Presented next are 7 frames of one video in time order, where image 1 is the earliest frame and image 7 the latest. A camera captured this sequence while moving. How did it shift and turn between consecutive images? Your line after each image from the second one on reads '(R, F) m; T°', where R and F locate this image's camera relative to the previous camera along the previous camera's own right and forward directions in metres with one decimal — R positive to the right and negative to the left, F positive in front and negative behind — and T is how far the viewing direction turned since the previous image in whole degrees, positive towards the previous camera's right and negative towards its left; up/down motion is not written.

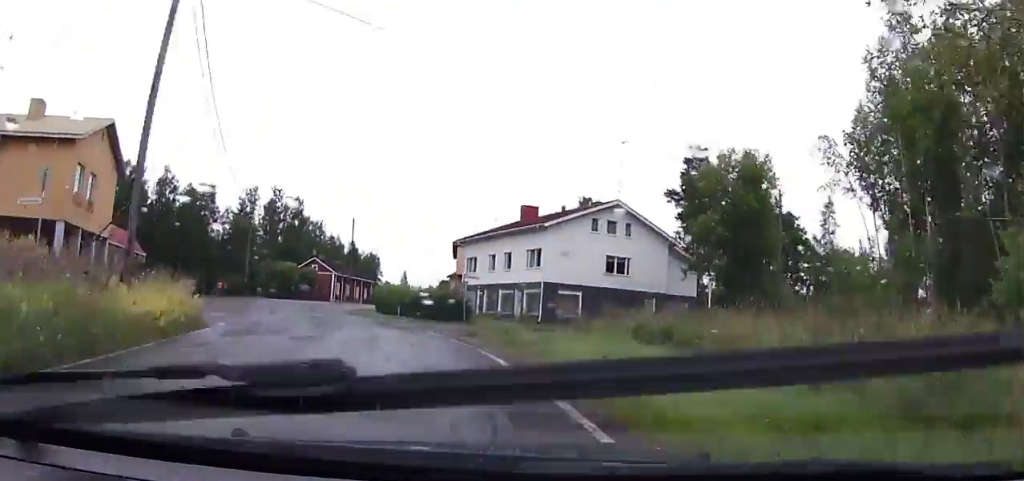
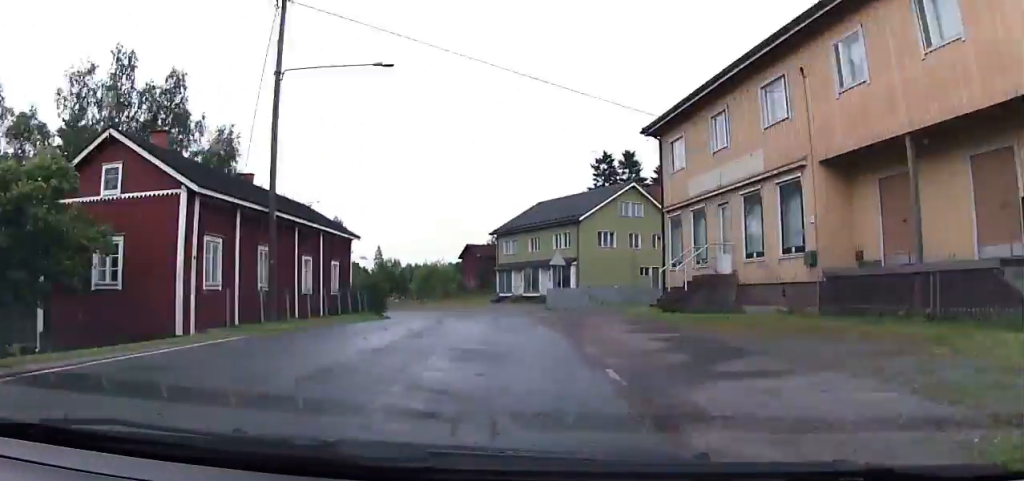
(-1.9, +64.9) m; 0°
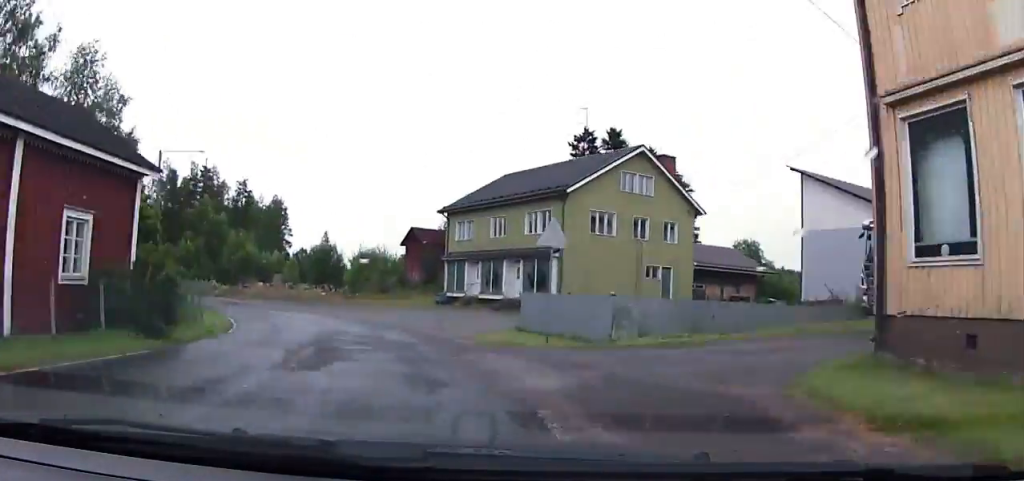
(+1.5, +19.4) m; -5°
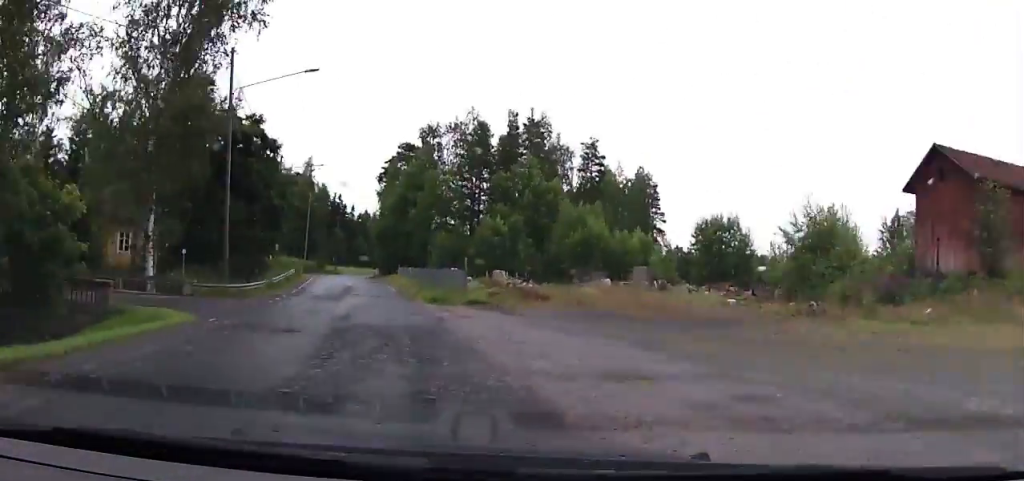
(-5.8, +41.5) m; -18°
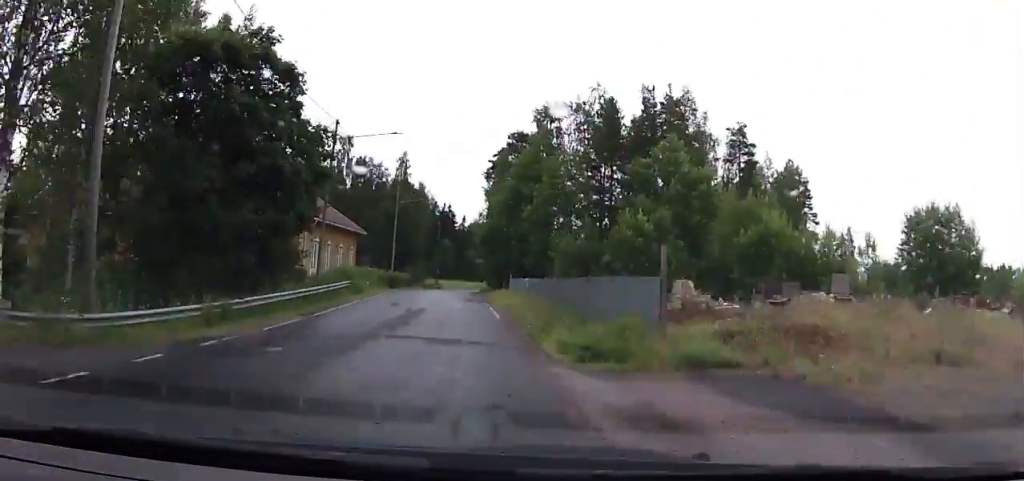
(-0.9, +16.7) m; -6°
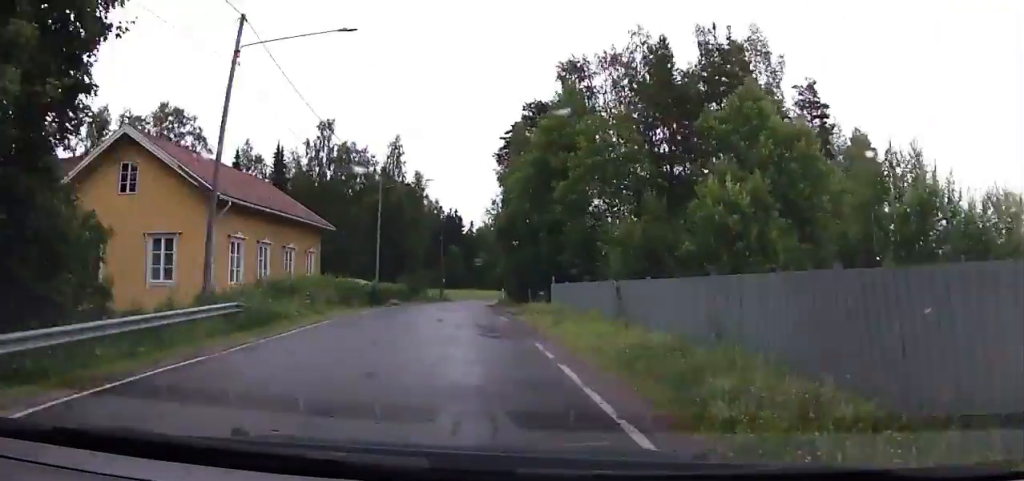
(-1.9, +17.2) m; -1°
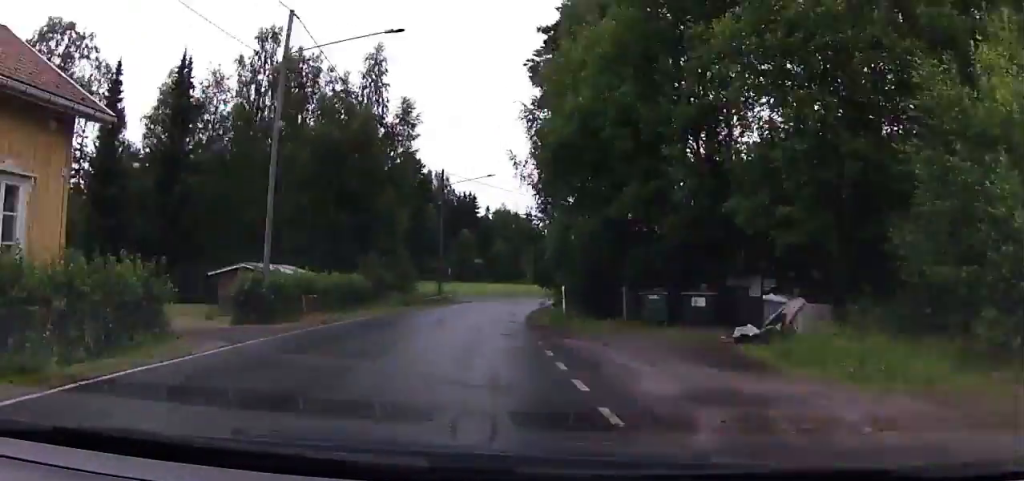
(-1.4, +27.9) m; +1°
